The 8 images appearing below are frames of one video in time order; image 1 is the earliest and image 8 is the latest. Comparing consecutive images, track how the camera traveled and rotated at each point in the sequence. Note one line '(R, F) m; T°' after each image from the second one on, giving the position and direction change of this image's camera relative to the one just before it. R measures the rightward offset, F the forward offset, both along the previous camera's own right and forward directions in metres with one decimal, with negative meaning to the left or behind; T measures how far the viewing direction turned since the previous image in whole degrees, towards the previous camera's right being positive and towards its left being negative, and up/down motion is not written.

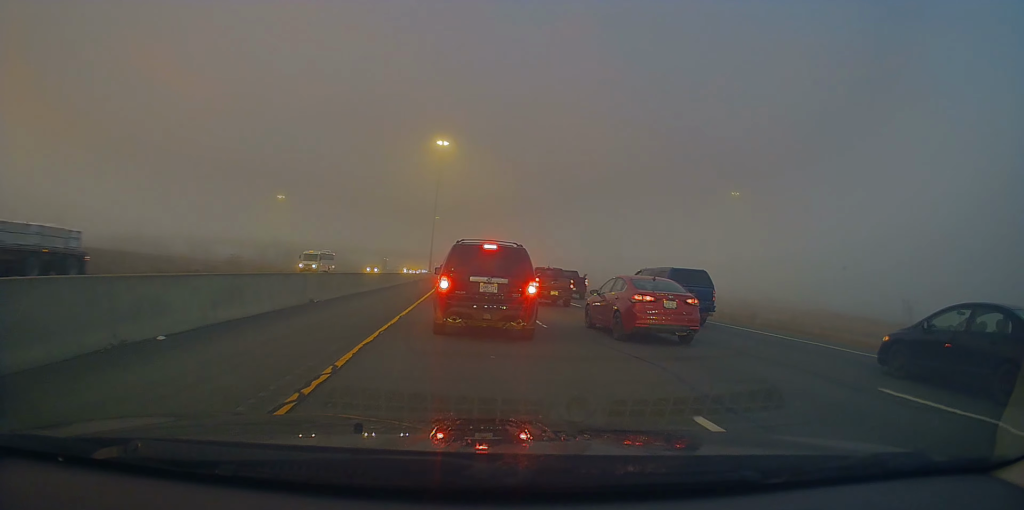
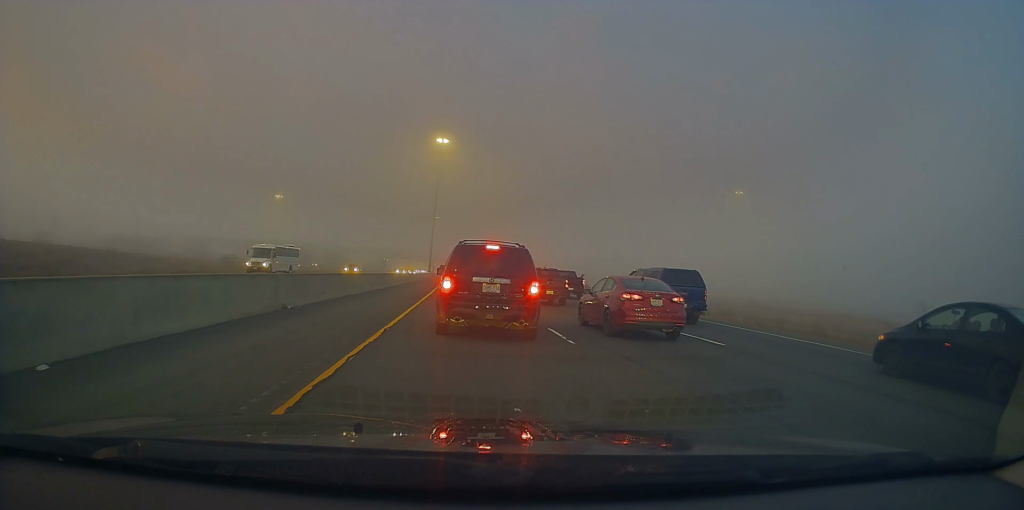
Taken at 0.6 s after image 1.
(+0.3, +3.6) m; -2°
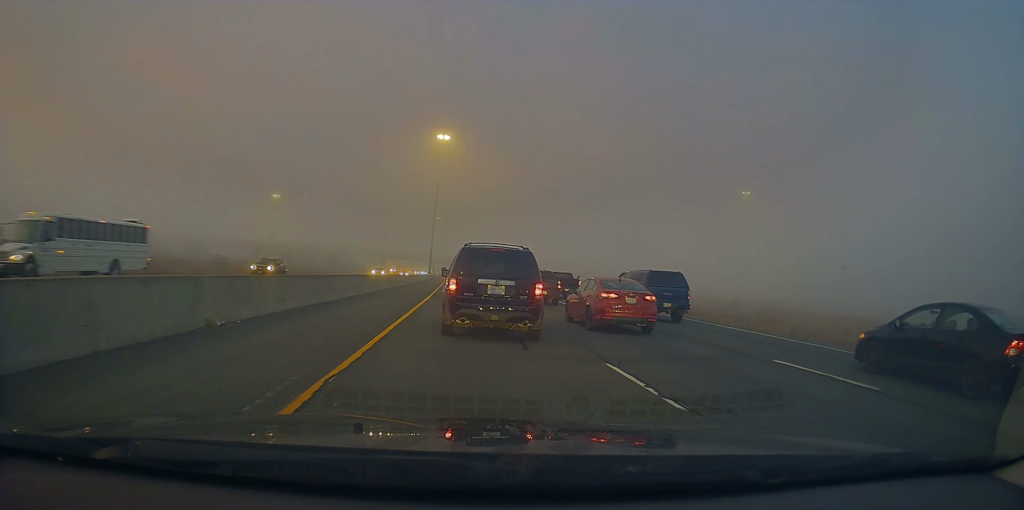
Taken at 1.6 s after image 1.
(-0.8, +5.3) m; -1°
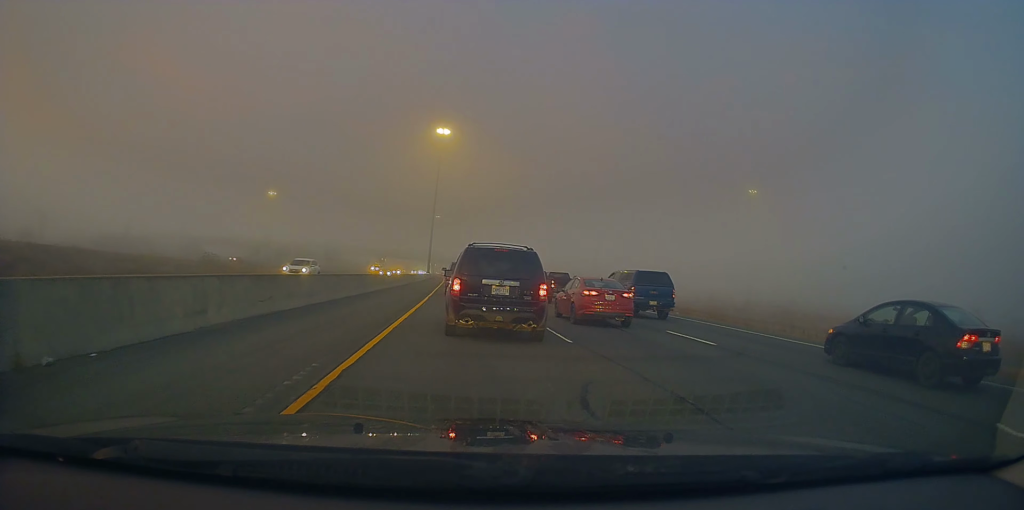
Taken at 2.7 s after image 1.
(+0.7, +5.7) m; +5°
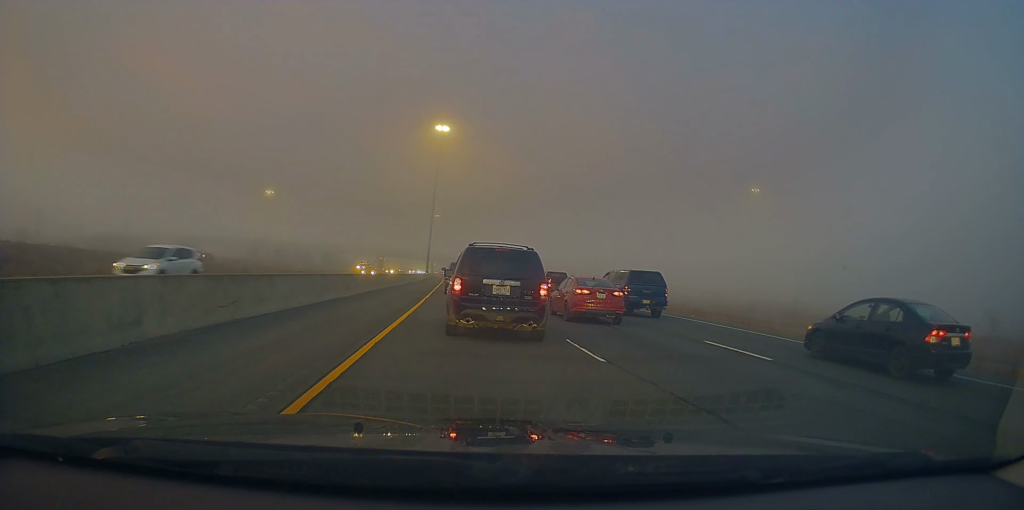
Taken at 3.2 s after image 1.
(-0.1, +3.0) m; 0°
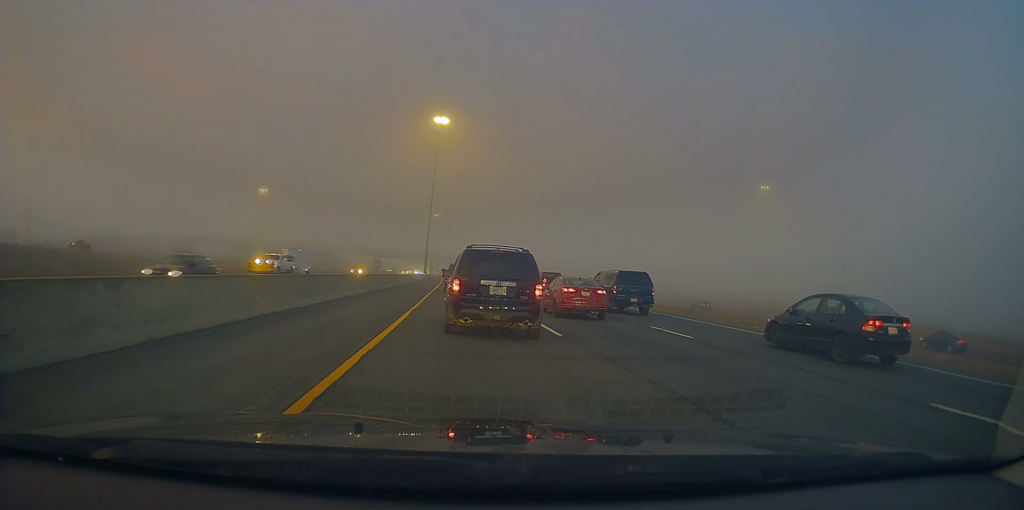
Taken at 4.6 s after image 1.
(+0.1, +8.6) m; +1°
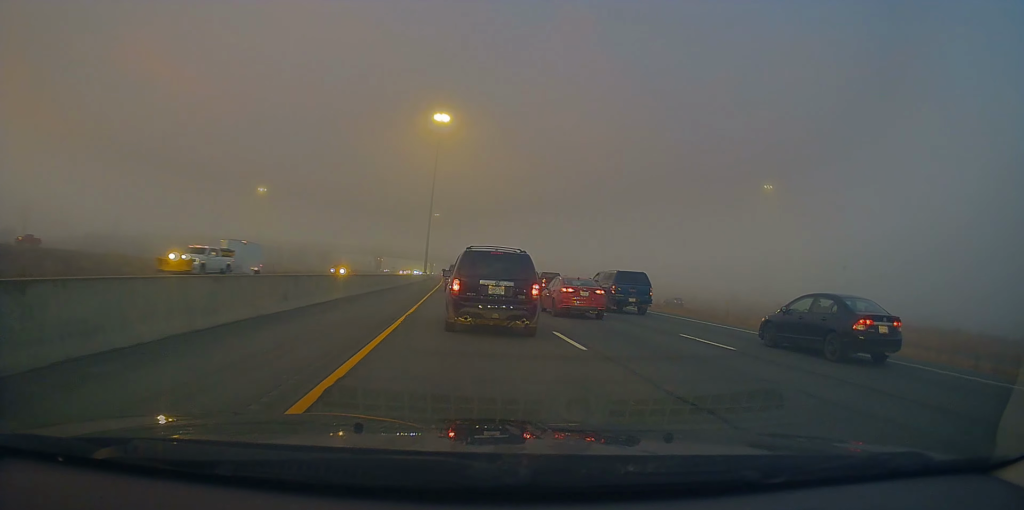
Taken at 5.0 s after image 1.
(0.0, +2.4) m; 0°
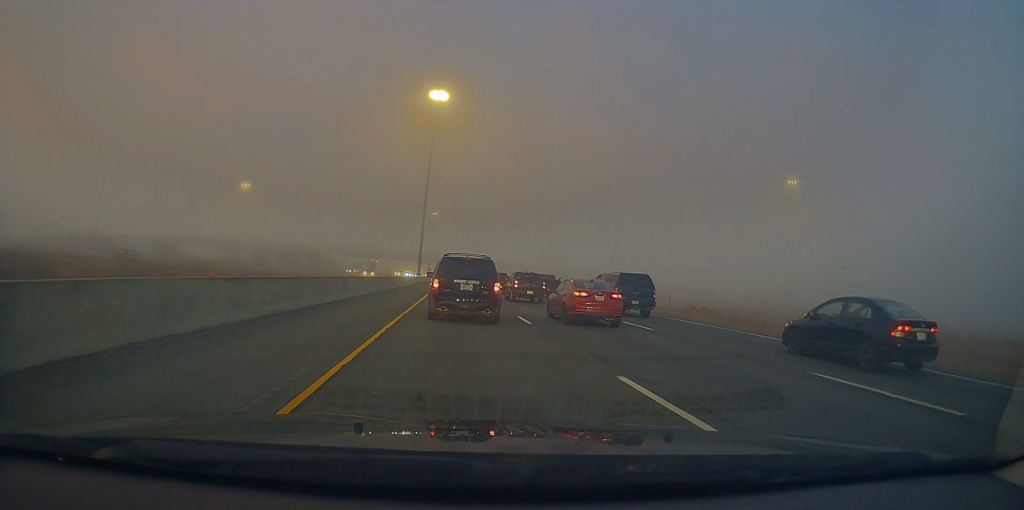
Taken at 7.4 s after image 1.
(-0.5, +16.5) m; -5°
